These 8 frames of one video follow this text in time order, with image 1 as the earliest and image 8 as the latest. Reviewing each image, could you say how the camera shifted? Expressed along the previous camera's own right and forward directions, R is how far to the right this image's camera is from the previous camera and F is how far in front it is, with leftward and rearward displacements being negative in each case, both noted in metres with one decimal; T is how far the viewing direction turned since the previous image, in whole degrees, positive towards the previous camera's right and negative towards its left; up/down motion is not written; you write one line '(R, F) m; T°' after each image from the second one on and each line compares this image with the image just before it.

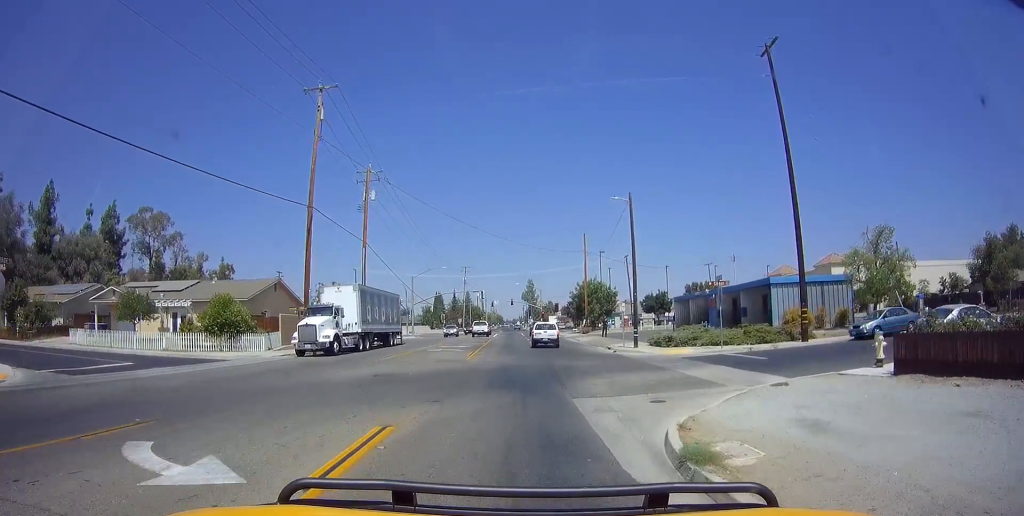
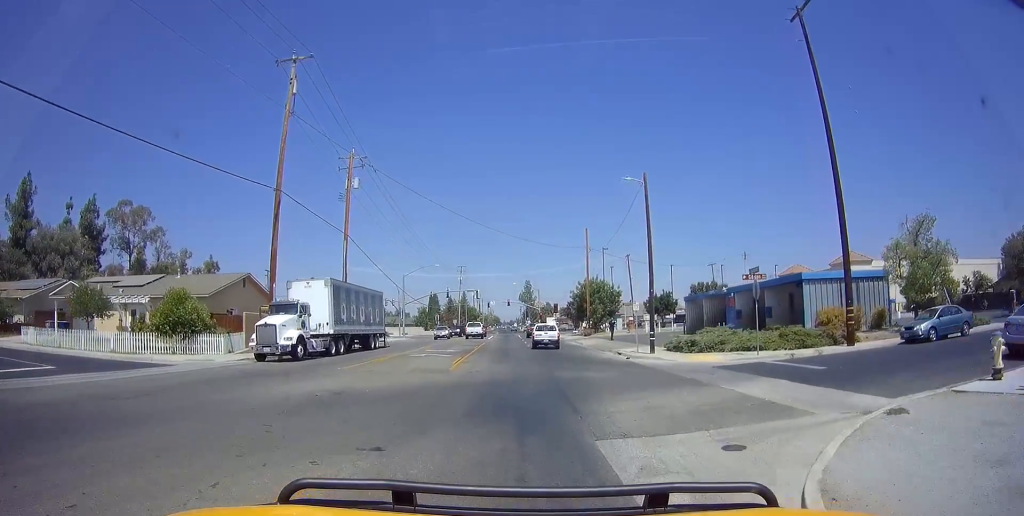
(0.0, +4.5) m; 0°
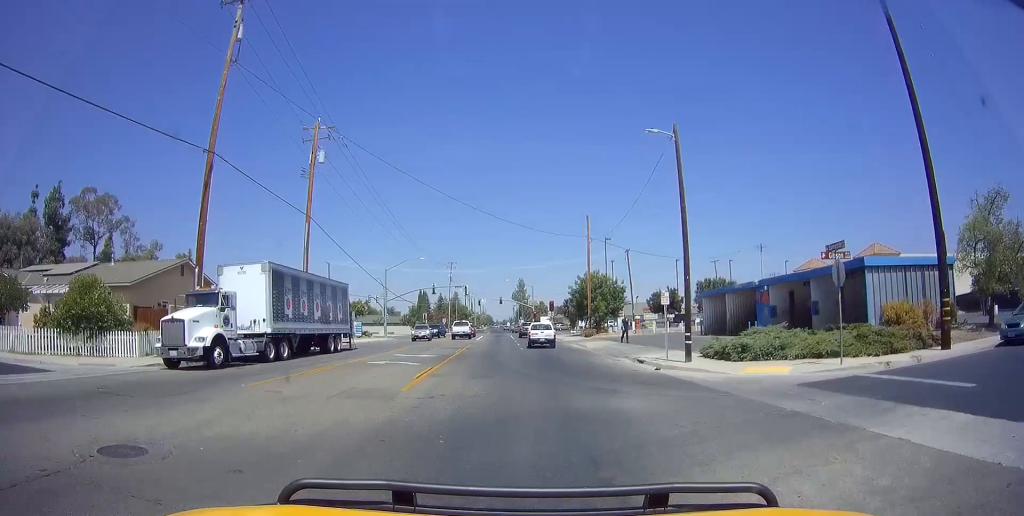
(0.0, +6.8) m; +1°
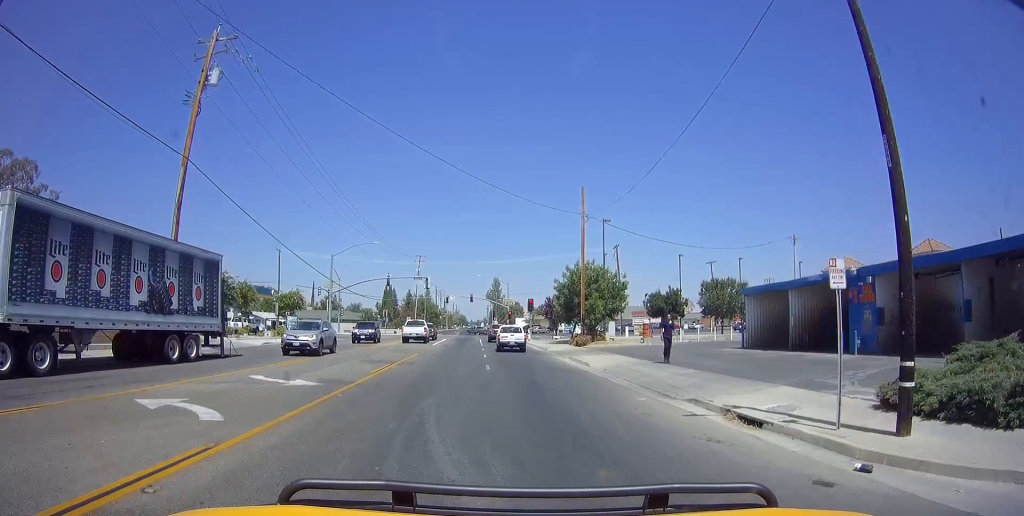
(+0.7, +12.9) m; +4°
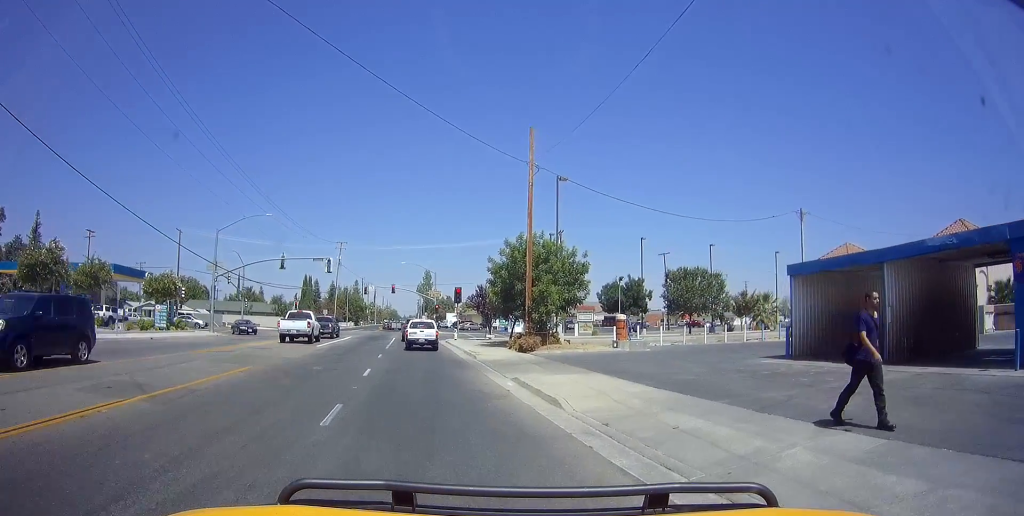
(-0.6, +12.8) m; +6°
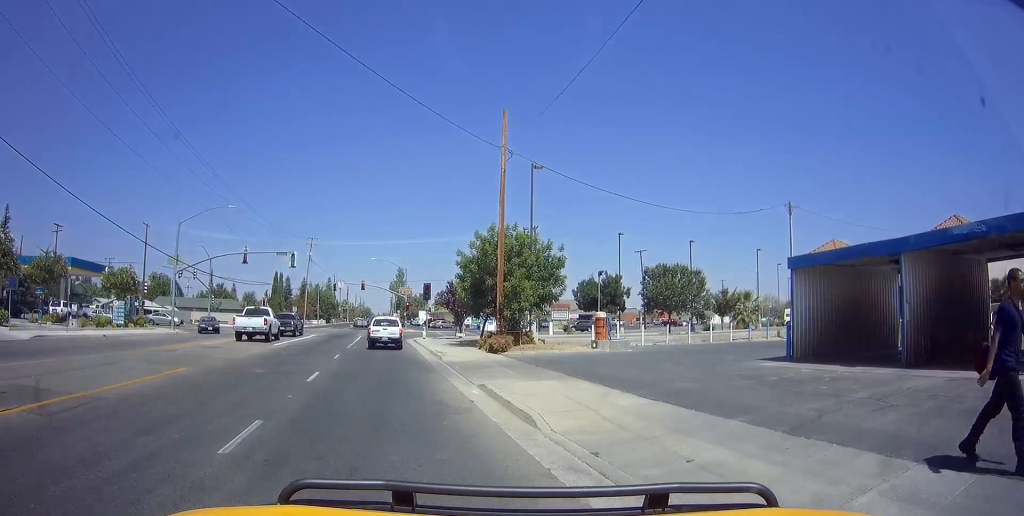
(+0.2, +2.2) m; +9°
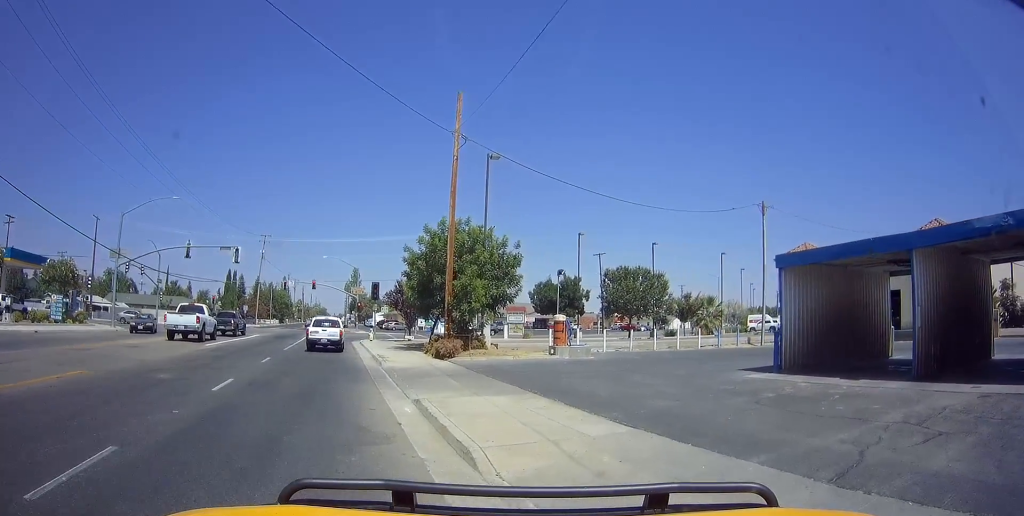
(+0.4, +2.5) m; +13°
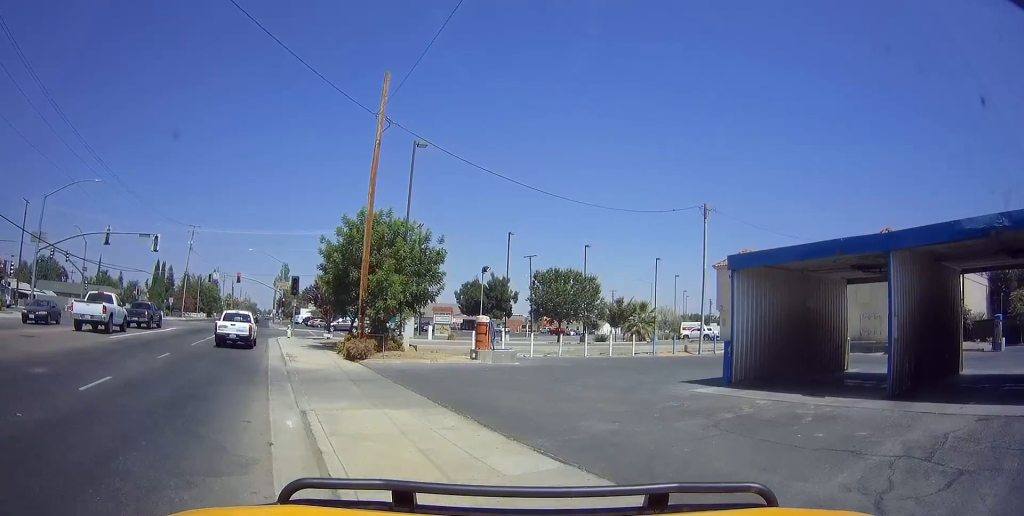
(+0.1, +1.9) m; +7°
